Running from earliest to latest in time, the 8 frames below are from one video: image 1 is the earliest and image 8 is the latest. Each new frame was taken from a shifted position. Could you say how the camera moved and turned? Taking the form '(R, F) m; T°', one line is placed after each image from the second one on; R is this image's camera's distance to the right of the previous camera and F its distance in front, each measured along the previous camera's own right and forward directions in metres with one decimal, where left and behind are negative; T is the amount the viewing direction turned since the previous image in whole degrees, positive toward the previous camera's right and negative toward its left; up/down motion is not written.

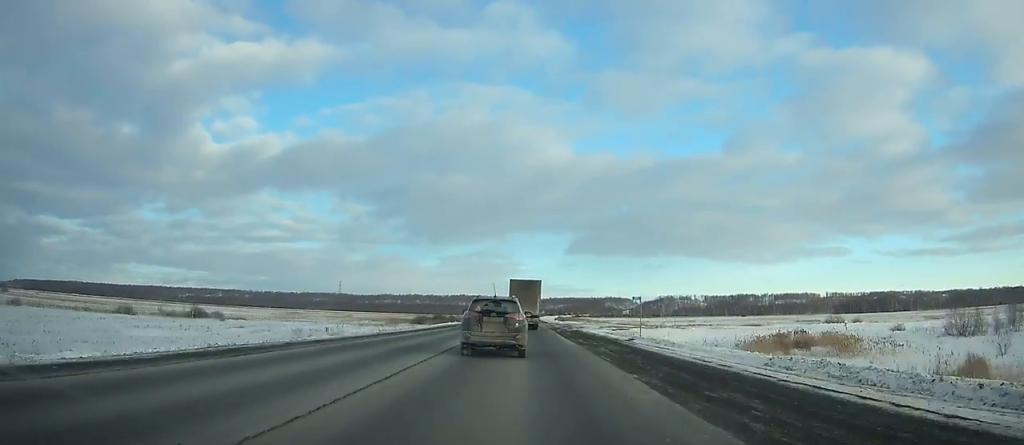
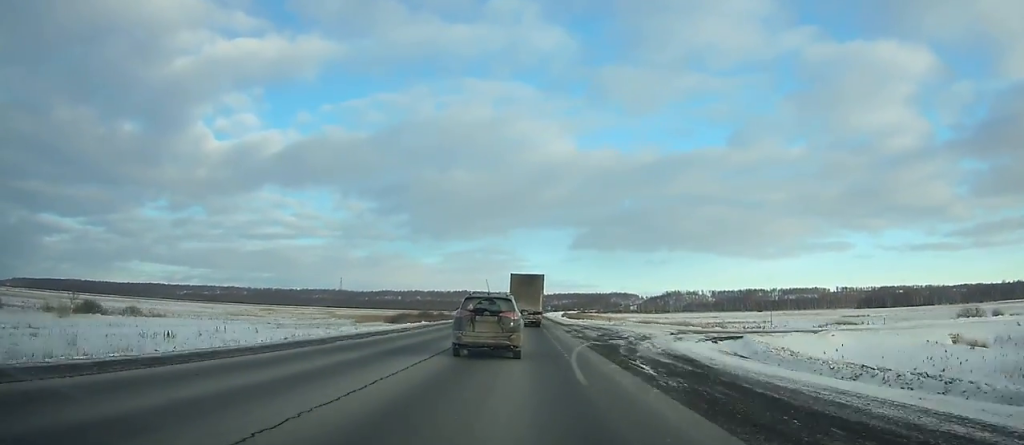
(0.0, +35.1) m; 0°
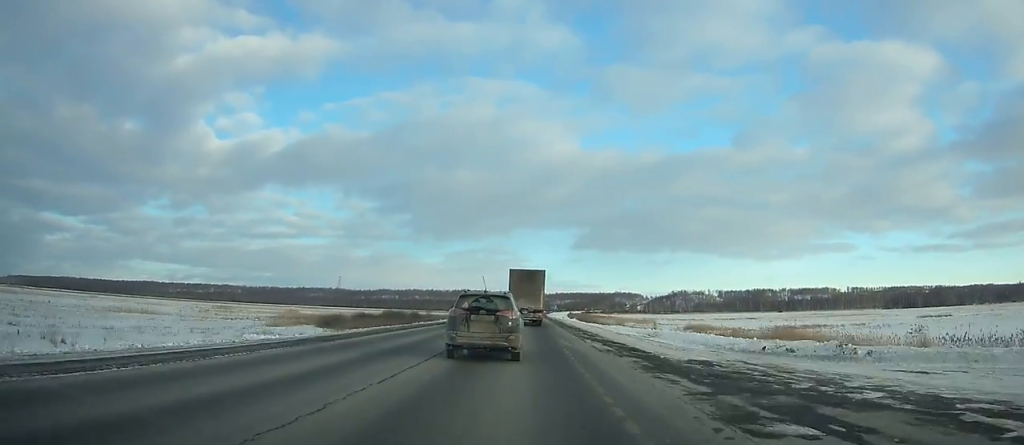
(-0.1, +45.7) m; 0°
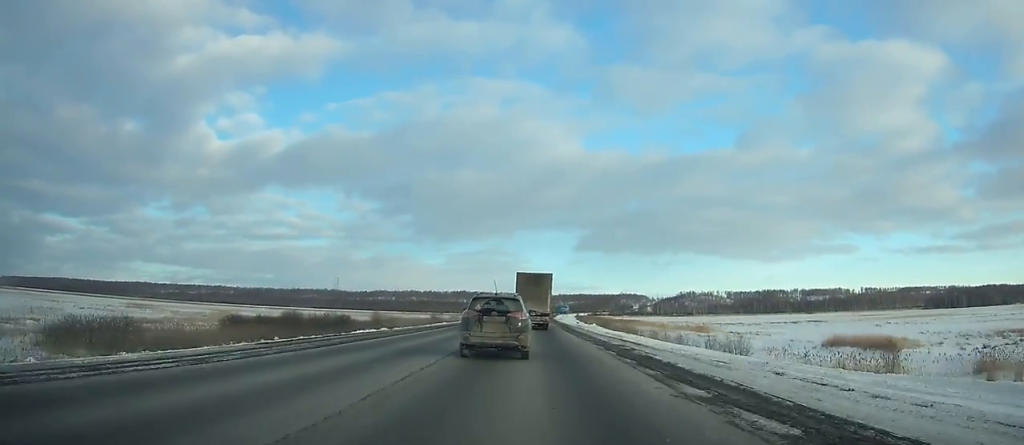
(+0.2, +57.5) m; 0°
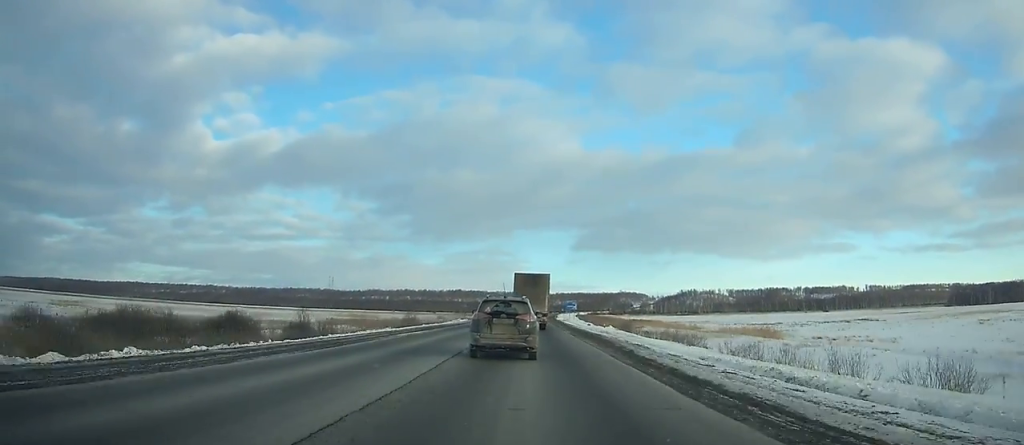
(-0.1, +33.6) m; 0°
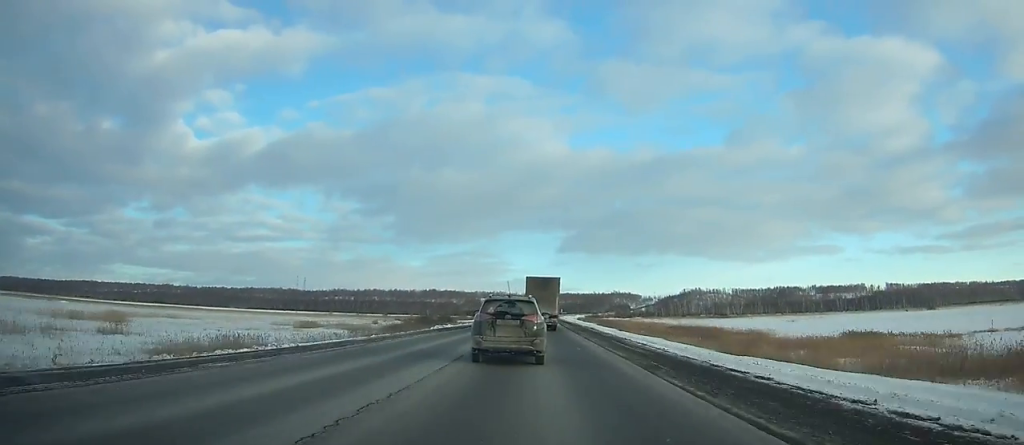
(+1.3, +152.3) m; +2°
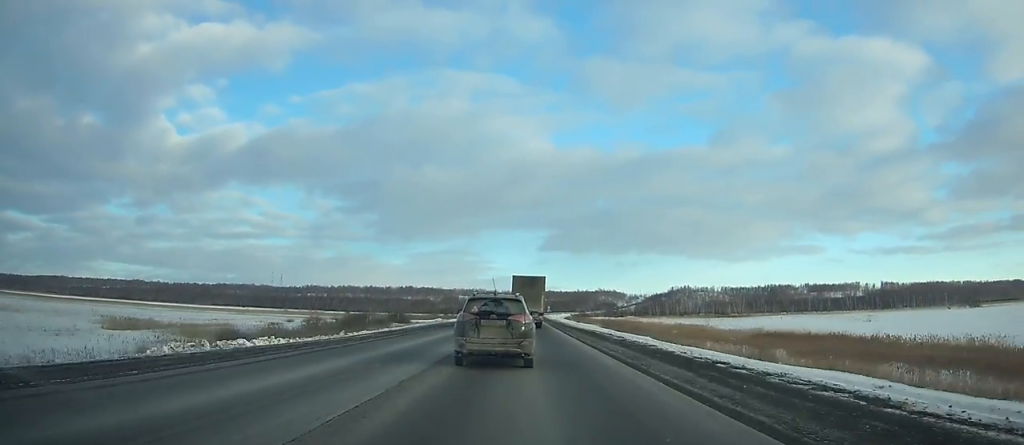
(+0.7, +52.8) m; +1°
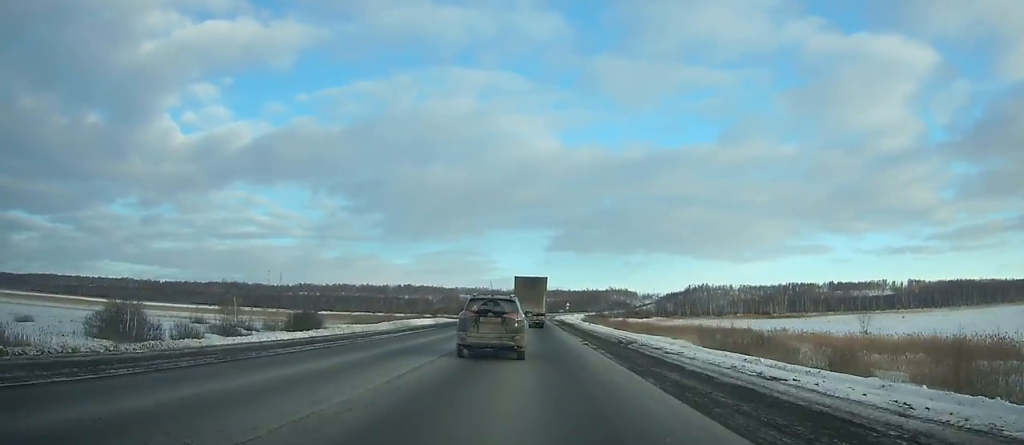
(+0.7, +75.0) m; +1°
